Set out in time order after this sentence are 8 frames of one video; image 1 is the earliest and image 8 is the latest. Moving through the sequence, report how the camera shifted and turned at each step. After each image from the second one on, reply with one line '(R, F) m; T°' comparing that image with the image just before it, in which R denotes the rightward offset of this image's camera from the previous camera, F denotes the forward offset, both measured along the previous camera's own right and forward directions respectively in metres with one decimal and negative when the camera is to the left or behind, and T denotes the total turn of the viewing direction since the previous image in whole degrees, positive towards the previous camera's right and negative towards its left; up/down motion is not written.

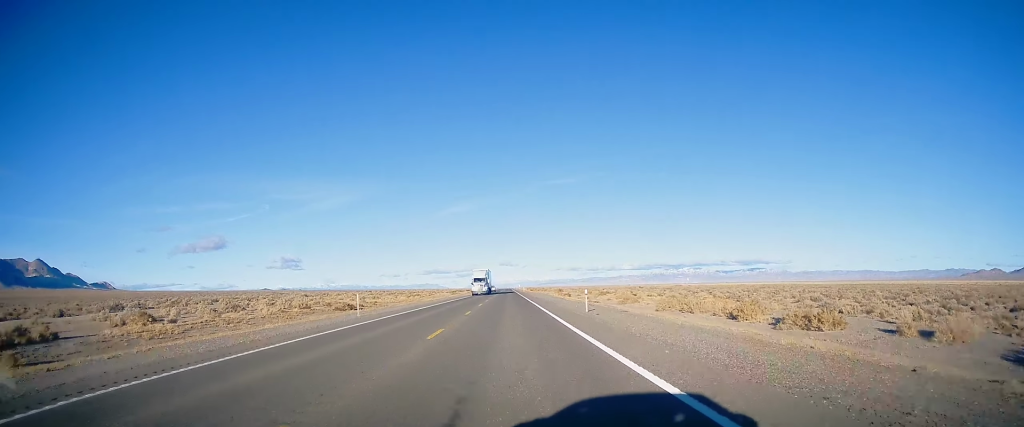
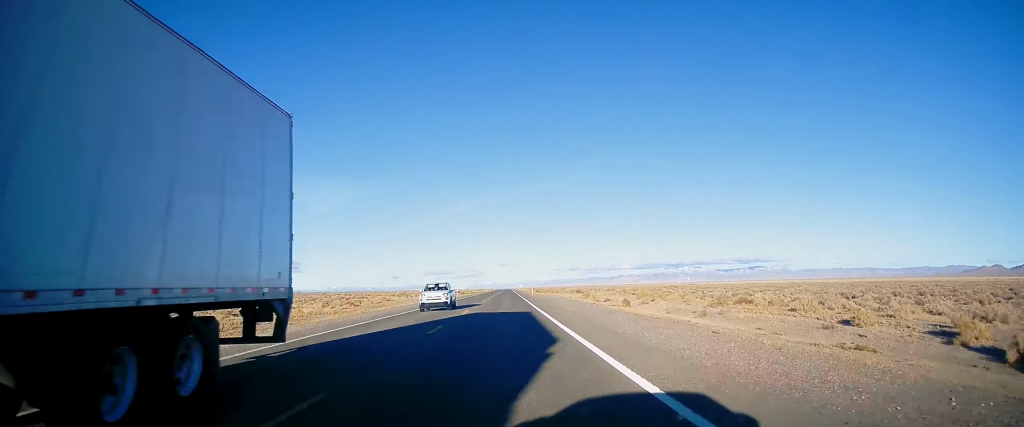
(+0.2, +59.2) m; 0°
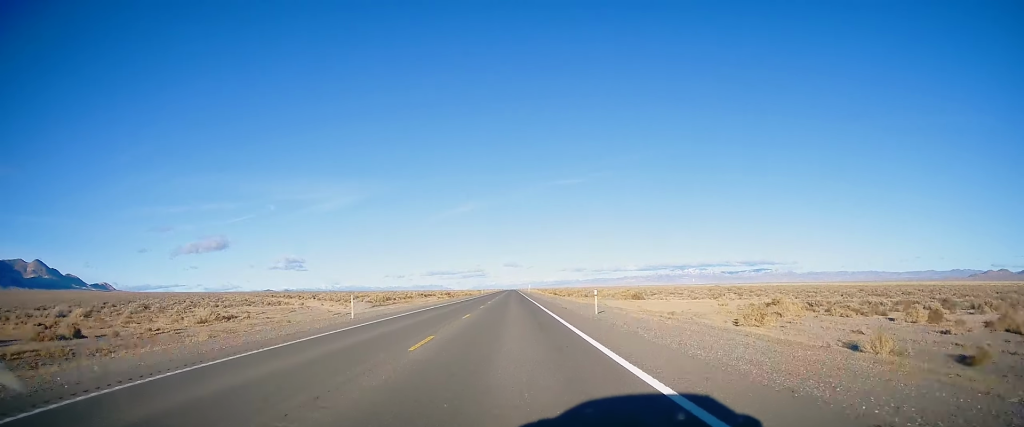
(-0.2, +64.8) m; 0°
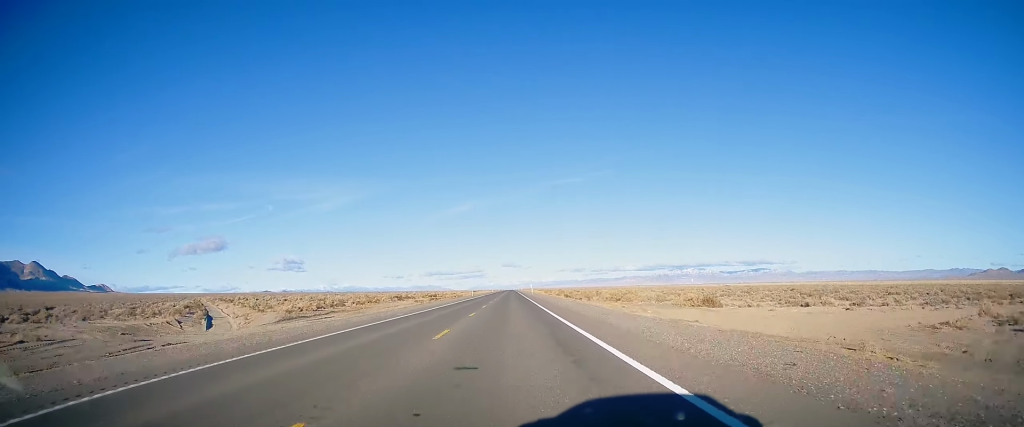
(0.0, +33.9) m; 0°
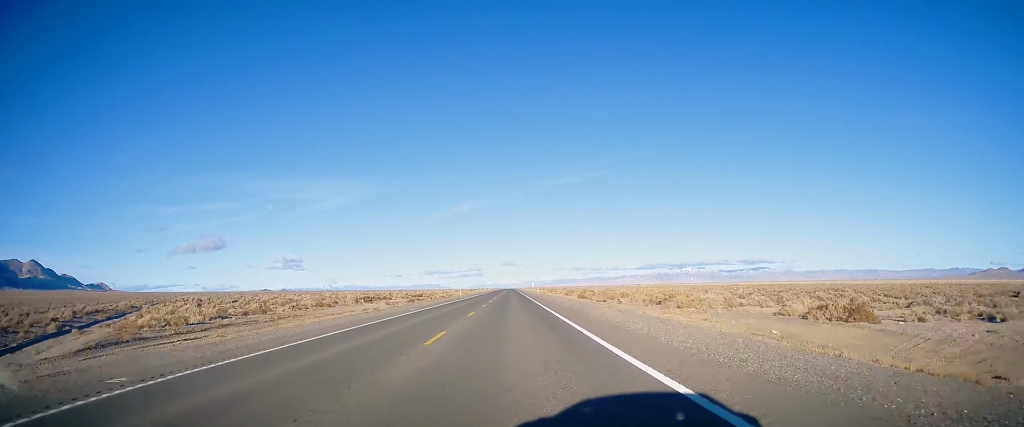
(0.0, +25.9) m; 0°
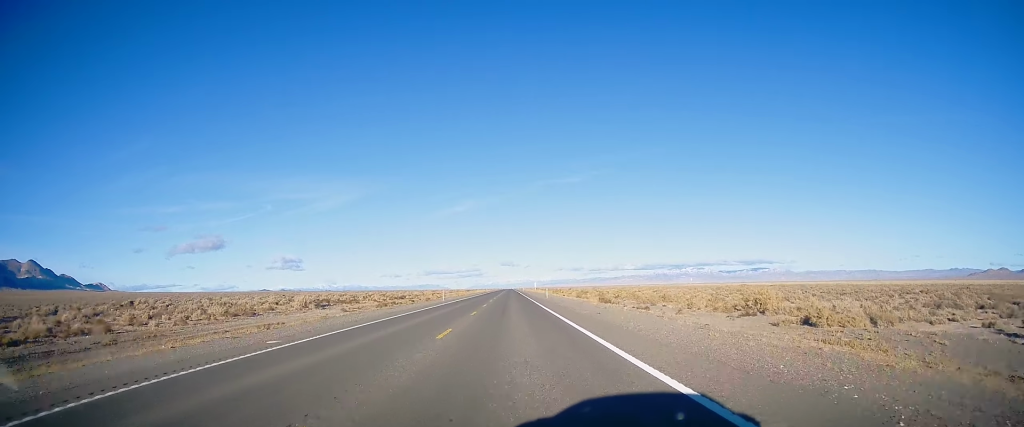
(0.0, +22.9) m; 0°
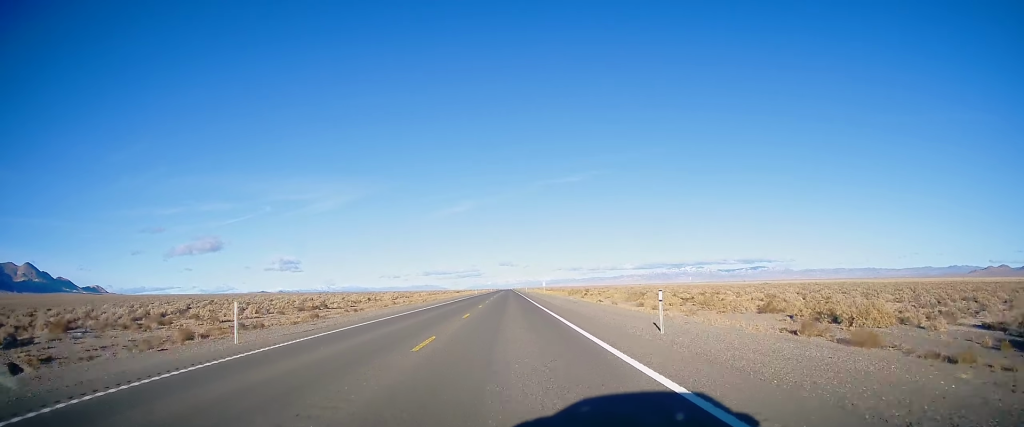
(+0.3, +51.3) m; 0°
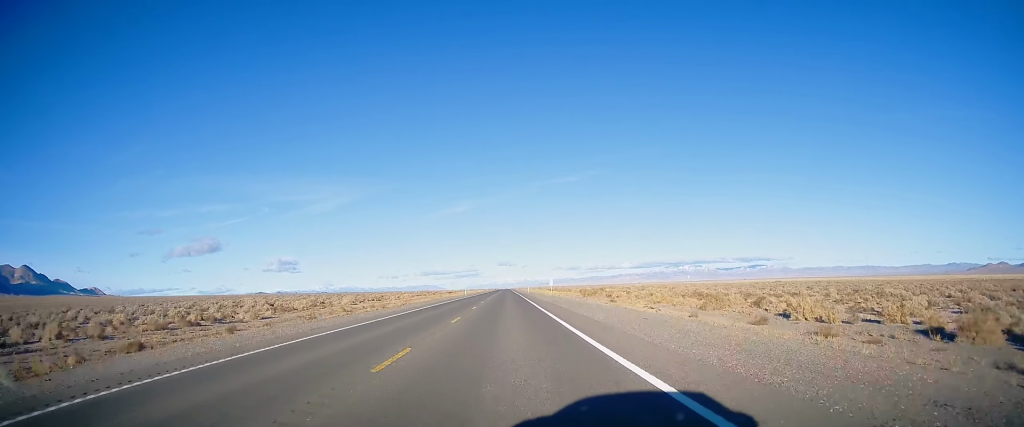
(-0.1, +27.1) m; 0°
